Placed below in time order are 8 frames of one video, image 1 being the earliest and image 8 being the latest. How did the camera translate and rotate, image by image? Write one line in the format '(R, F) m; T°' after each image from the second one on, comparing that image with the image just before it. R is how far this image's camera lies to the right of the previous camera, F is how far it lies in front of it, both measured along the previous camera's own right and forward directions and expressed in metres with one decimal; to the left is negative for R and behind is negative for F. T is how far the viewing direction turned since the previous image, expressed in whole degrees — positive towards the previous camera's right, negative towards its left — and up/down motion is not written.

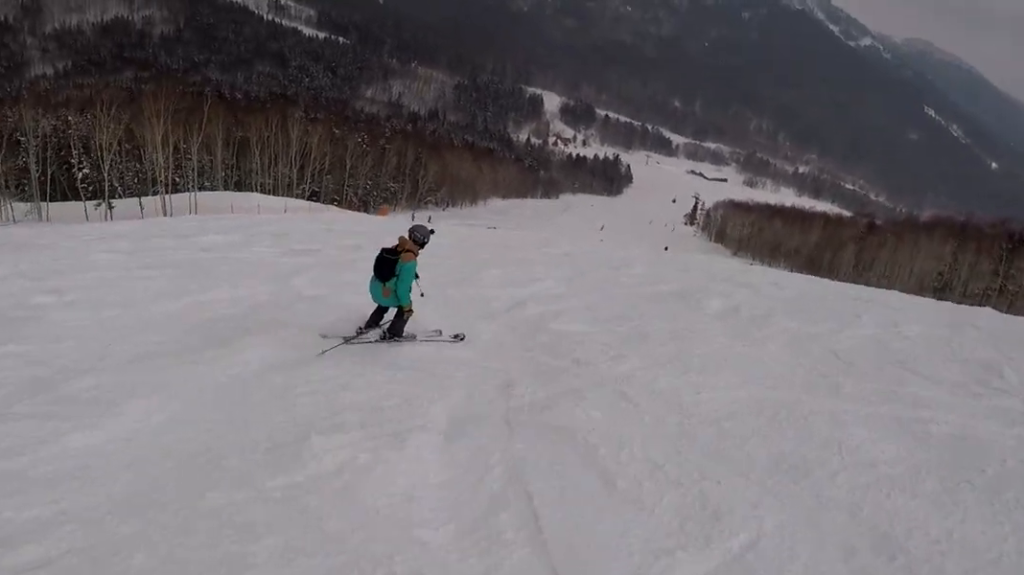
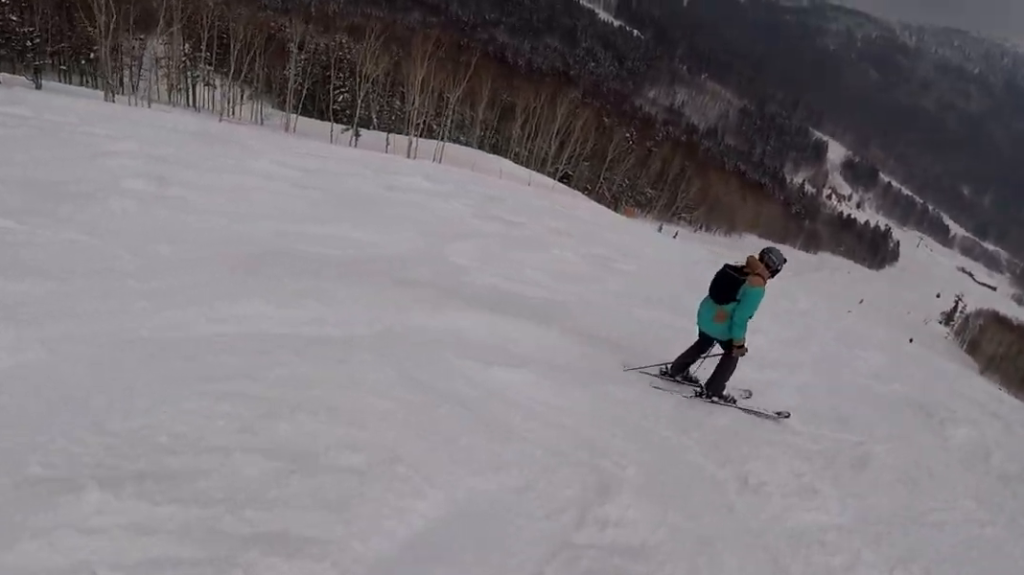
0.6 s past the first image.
(-0.5, +2.3) m; -26°
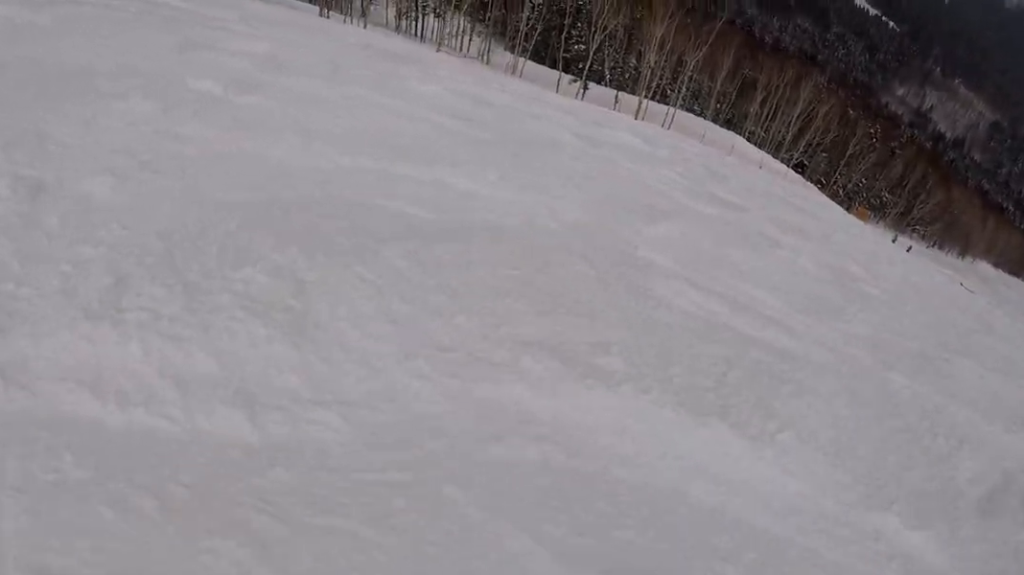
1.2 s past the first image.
(-1.0, +2.7) m; -8°
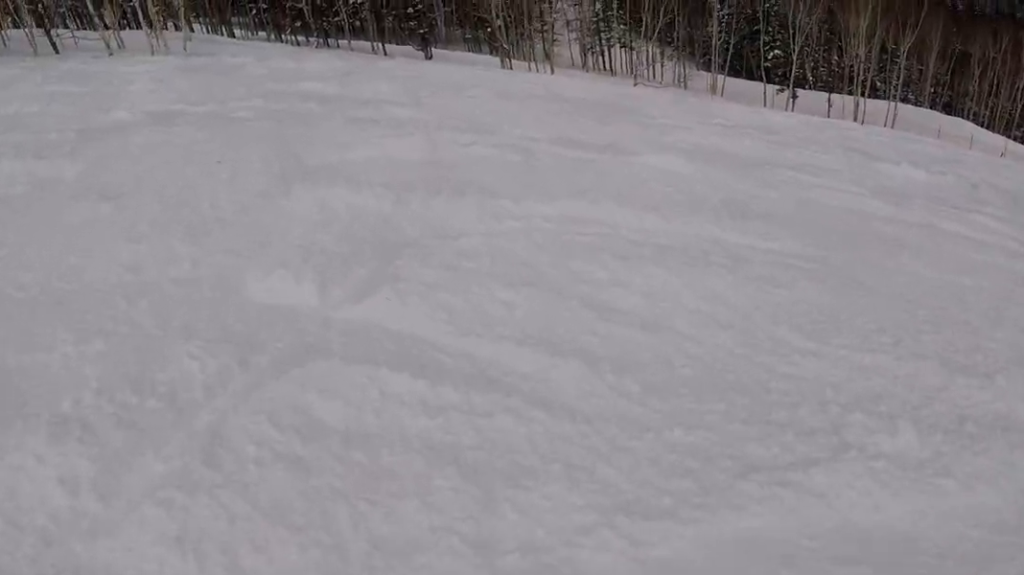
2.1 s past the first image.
(+0.1, +3.7) m; +22°
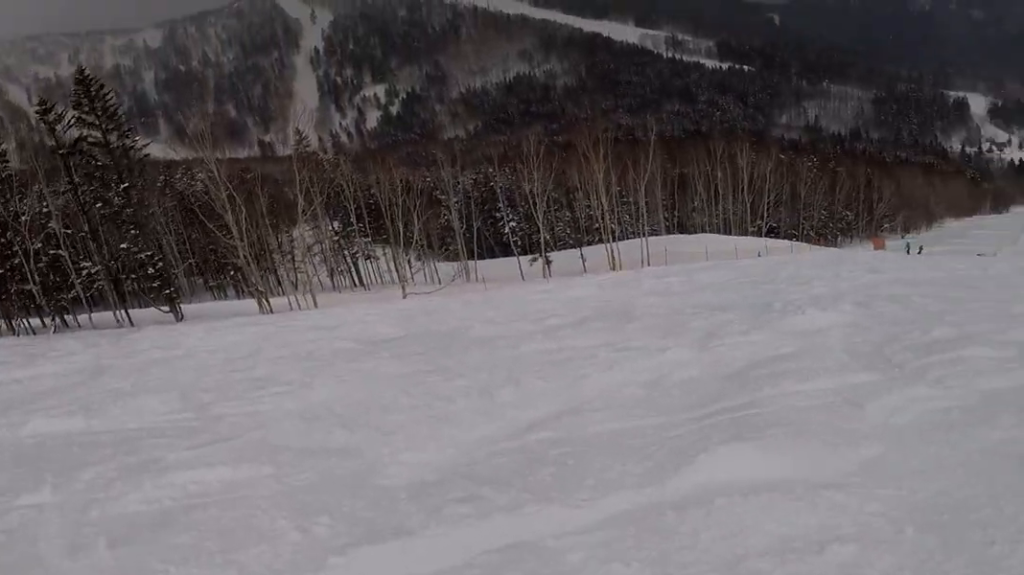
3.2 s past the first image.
(+1.9, +4.0) m; +46°
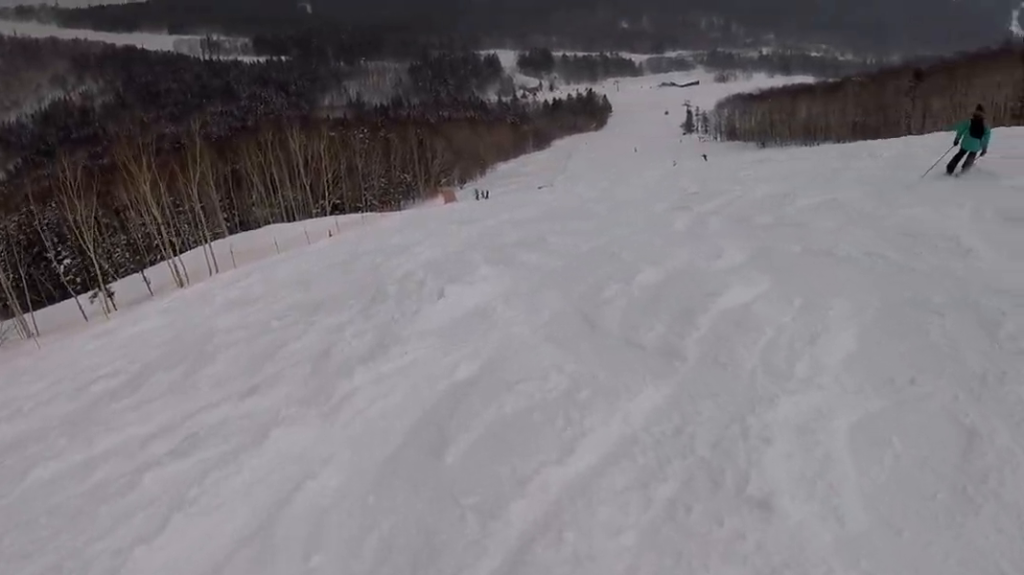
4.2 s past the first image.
(+1.3, +4.0) m; +40°
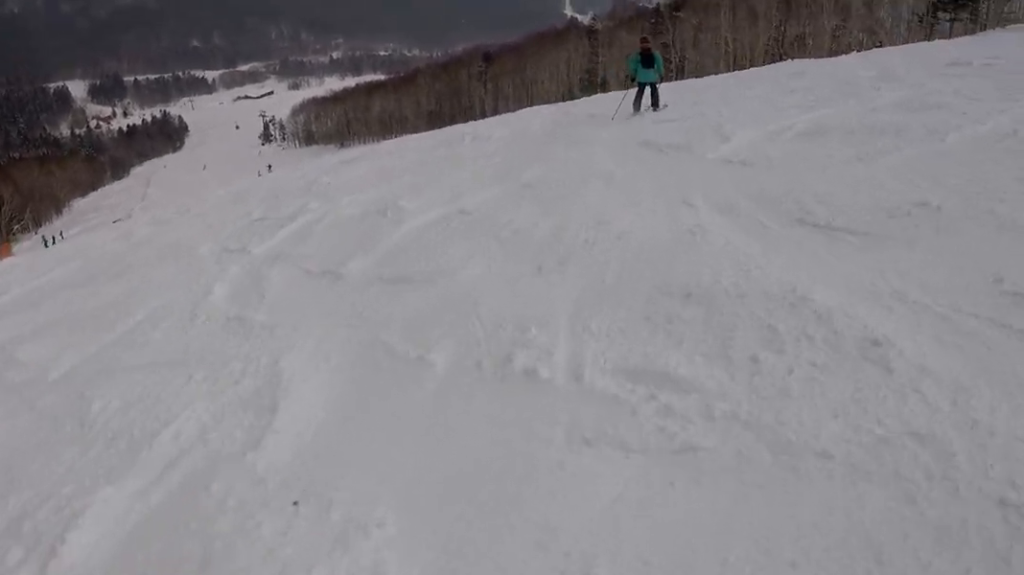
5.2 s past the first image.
(+1.6, +3.6) m; +13°
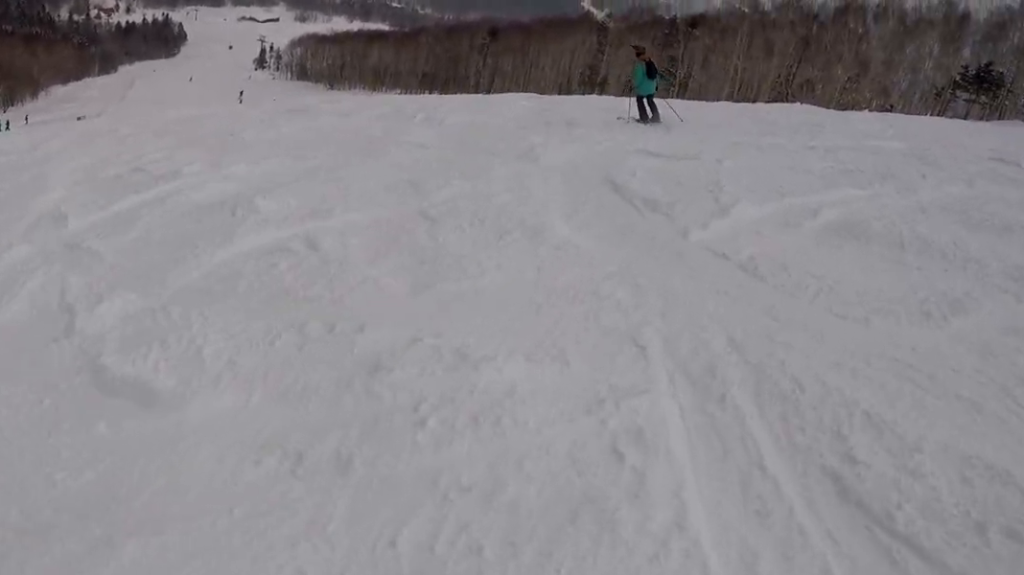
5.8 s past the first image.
(-0.2, +2.4) m; -12°
